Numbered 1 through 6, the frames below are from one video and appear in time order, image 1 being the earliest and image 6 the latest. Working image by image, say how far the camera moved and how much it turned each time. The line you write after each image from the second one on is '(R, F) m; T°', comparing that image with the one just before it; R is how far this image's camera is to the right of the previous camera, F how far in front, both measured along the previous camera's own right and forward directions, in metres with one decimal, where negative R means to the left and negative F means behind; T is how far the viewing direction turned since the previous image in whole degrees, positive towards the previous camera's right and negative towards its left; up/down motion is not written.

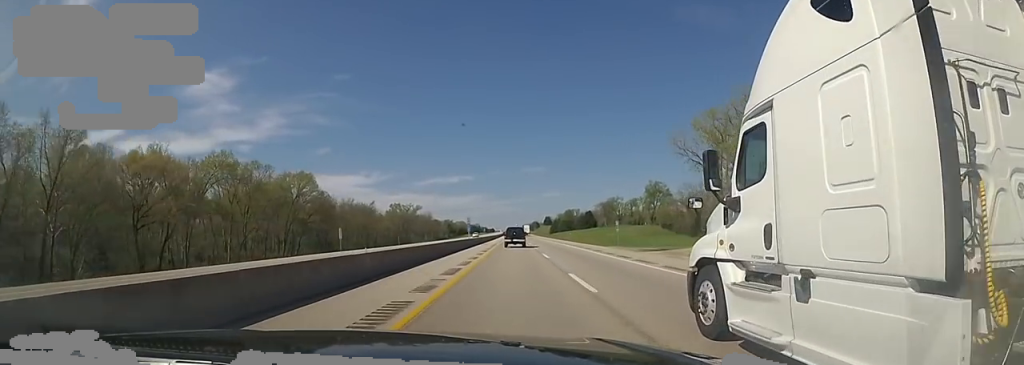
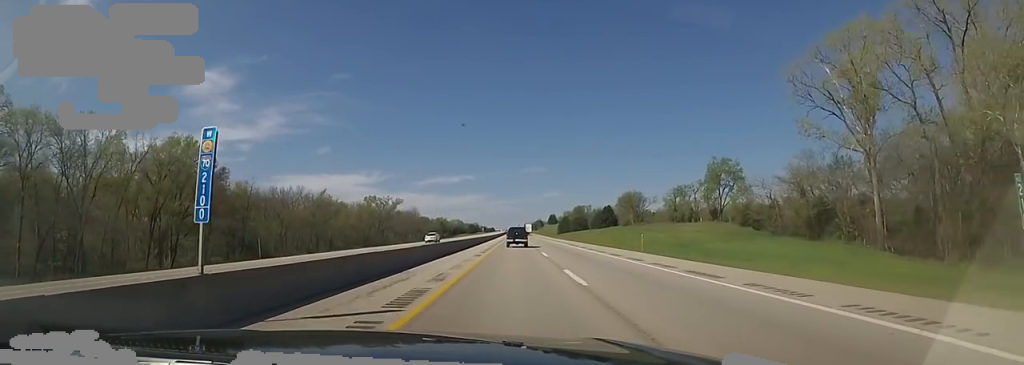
(+0.5, +43.4) m; -1°
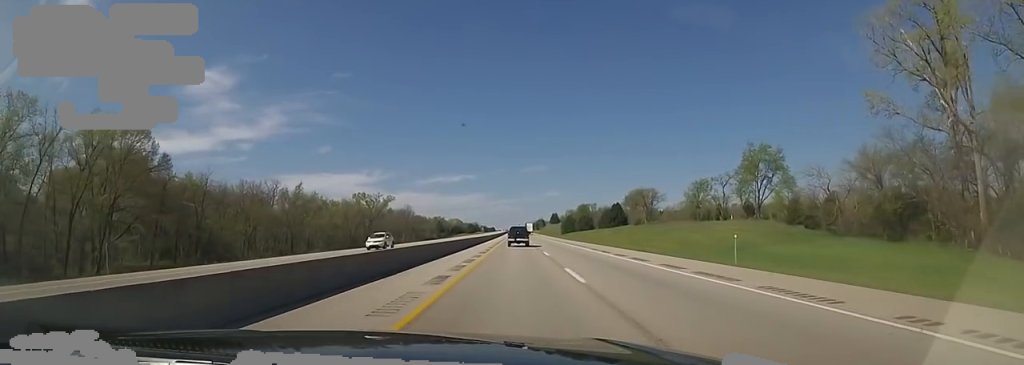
(-0.6, +14.9) m; -1°
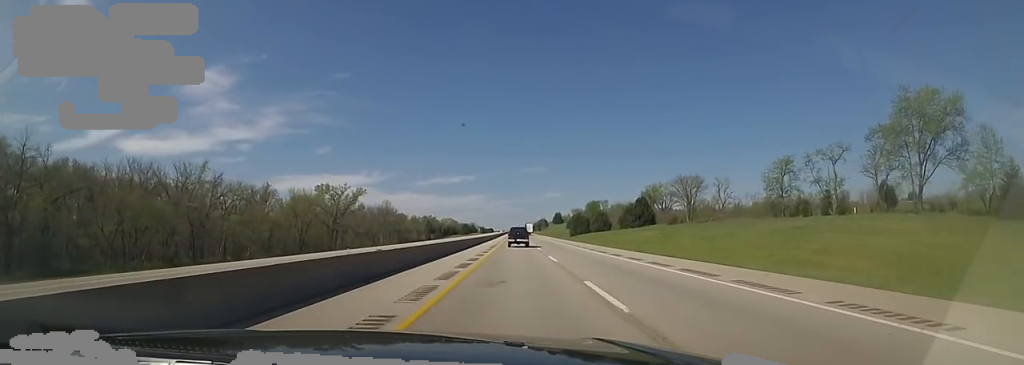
(+0.5, +35.4) m; +2°
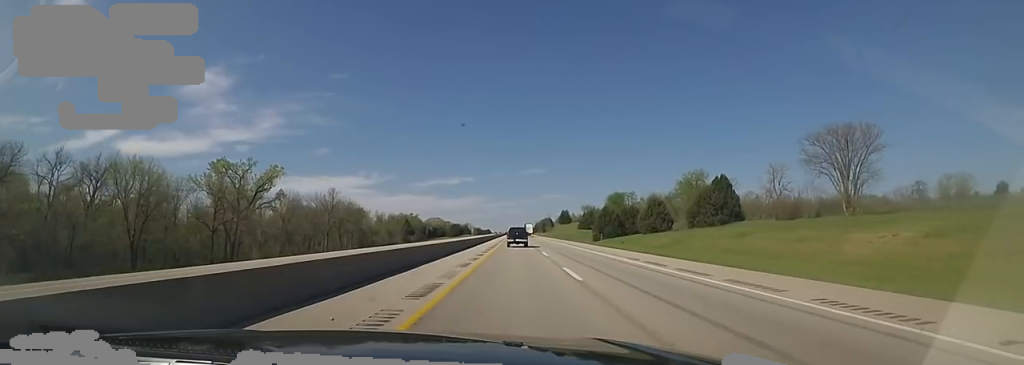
(-0.5, +54.3) m; 0°
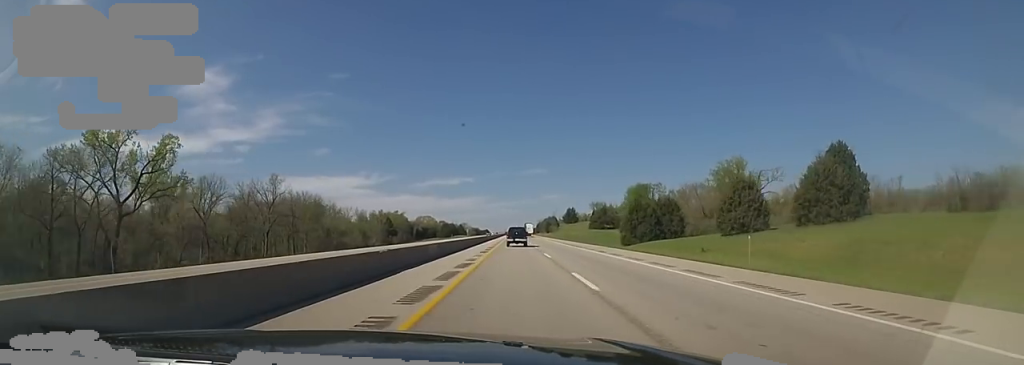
(+0.5, +32.8) m; +1°
